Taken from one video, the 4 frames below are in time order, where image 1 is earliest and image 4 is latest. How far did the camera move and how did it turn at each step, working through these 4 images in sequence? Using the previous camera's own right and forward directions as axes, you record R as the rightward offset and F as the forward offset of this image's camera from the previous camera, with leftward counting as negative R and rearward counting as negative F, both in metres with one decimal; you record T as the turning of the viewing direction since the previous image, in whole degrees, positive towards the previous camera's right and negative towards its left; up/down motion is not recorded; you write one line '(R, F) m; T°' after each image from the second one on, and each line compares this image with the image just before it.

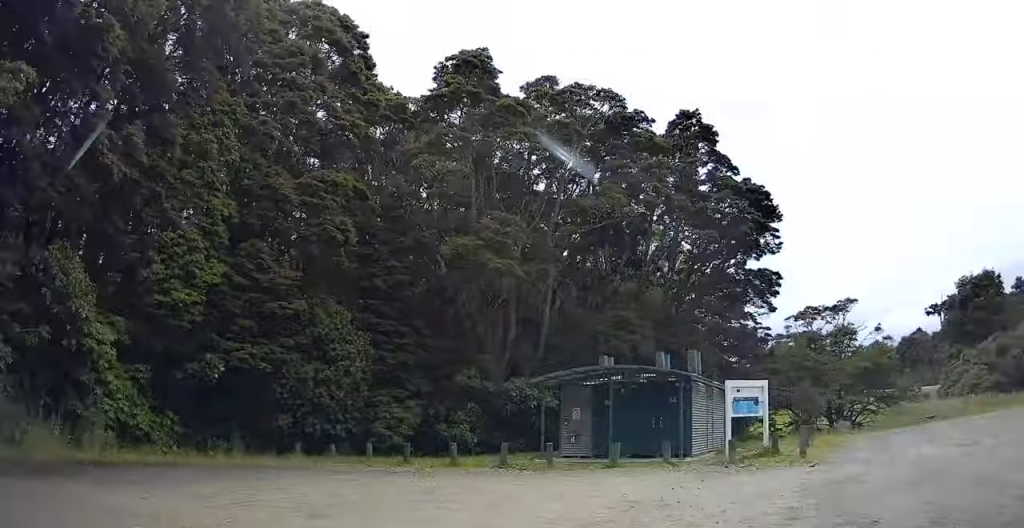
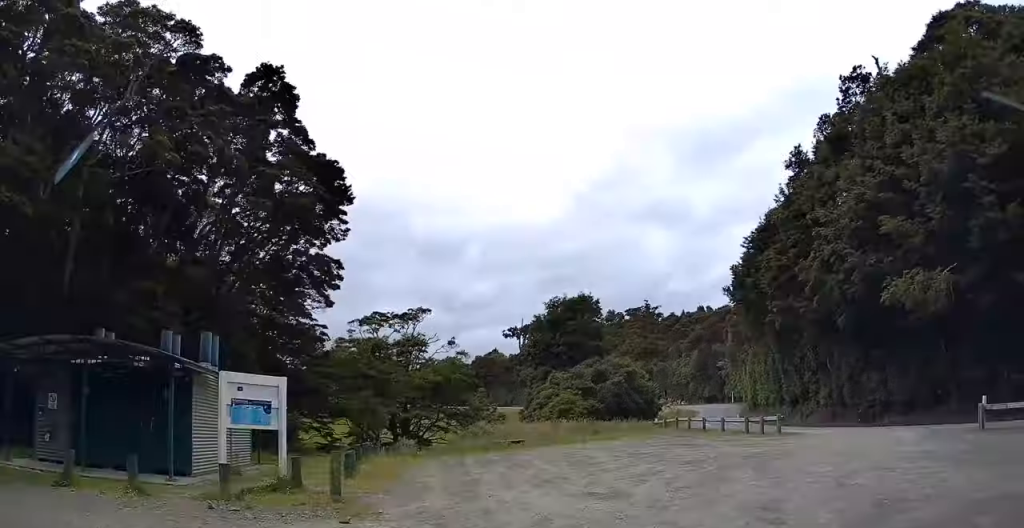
(+2.8, +5.9) m; +14°
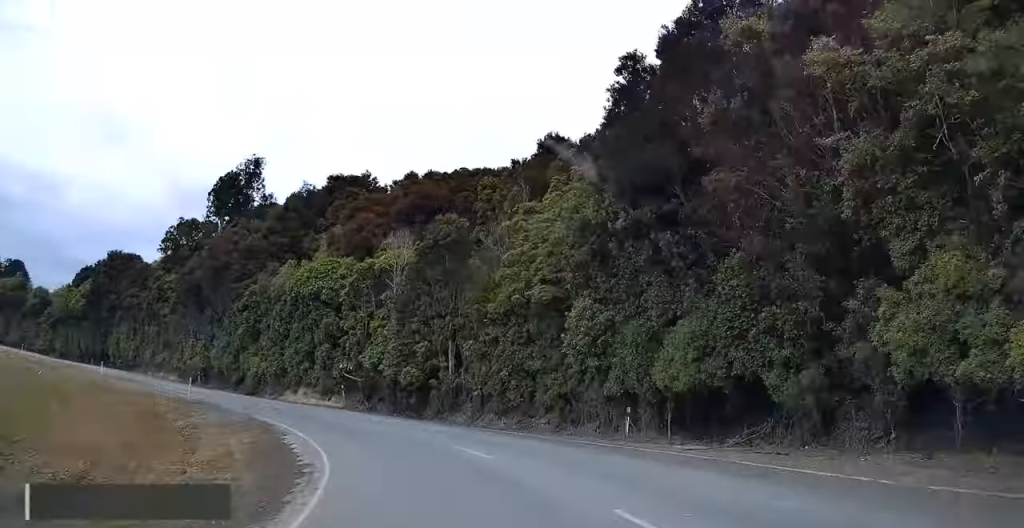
(-11.2, +123.3) m; -33°
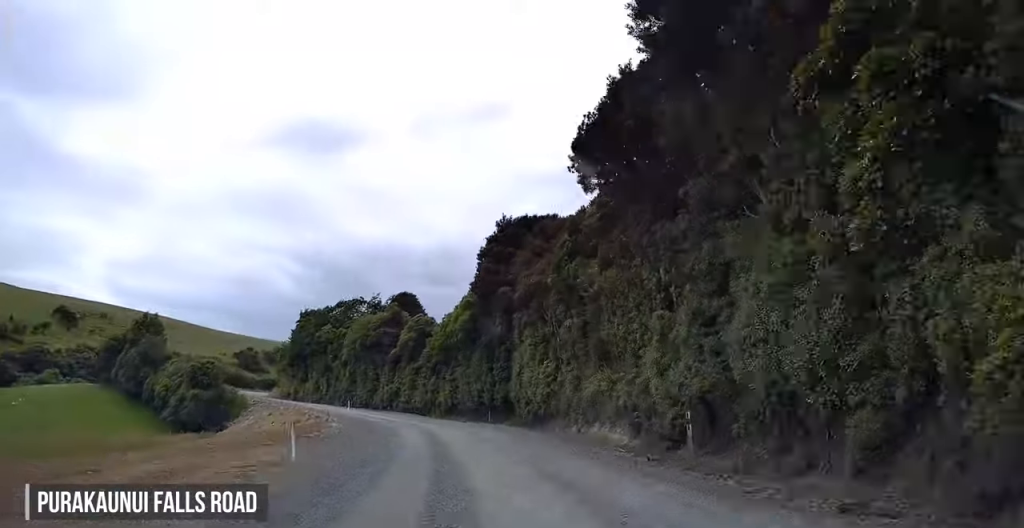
(-12.5, +37.7) m; -25°
